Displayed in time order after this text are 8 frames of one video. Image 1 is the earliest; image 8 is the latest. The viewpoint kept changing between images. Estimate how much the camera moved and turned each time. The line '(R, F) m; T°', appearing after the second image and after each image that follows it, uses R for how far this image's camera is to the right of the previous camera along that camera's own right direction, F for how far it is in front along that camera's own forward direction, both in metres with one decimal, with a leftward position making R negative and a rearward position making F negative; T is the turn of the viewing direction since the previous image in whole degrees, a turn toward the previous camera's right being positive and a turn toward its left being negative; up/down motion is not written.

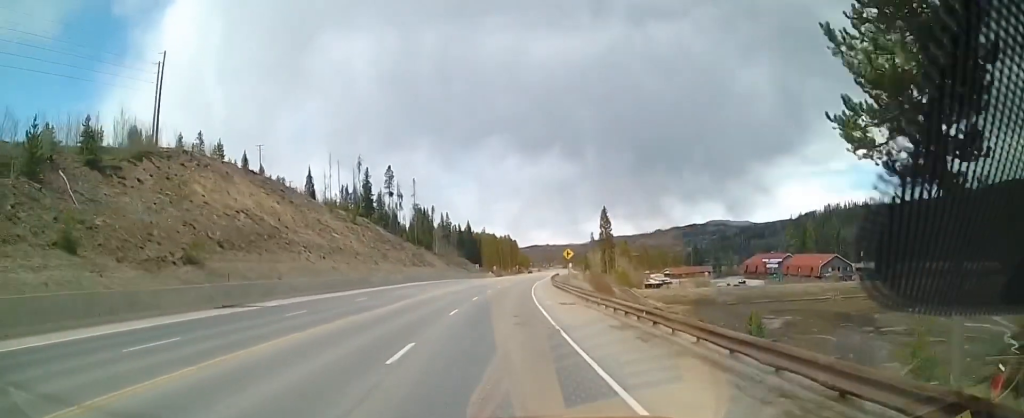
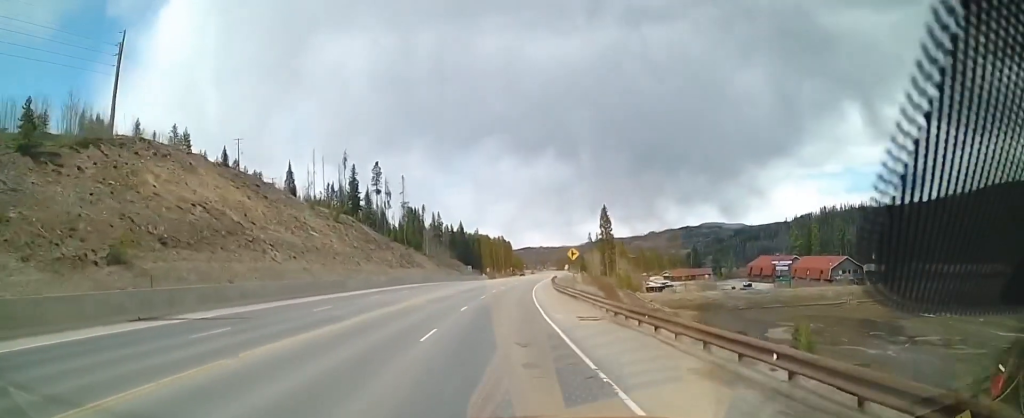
(-0.2, +8.1) m; 0°
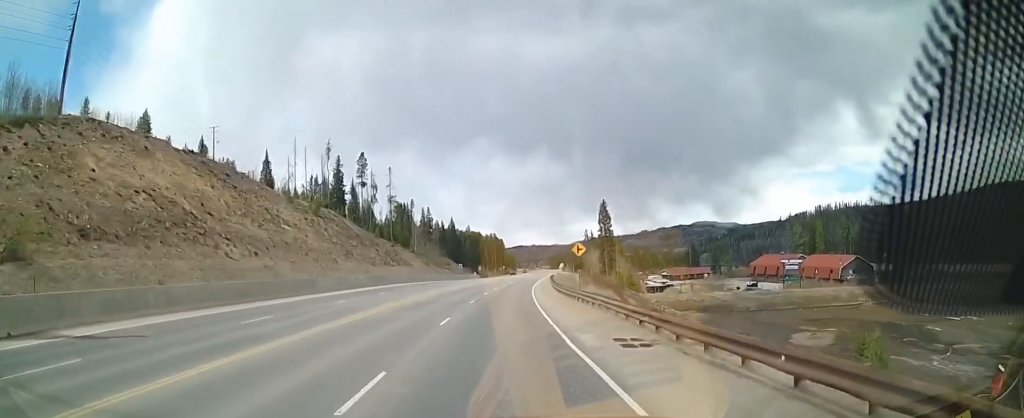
(-0.3, +8.1) m; +1°
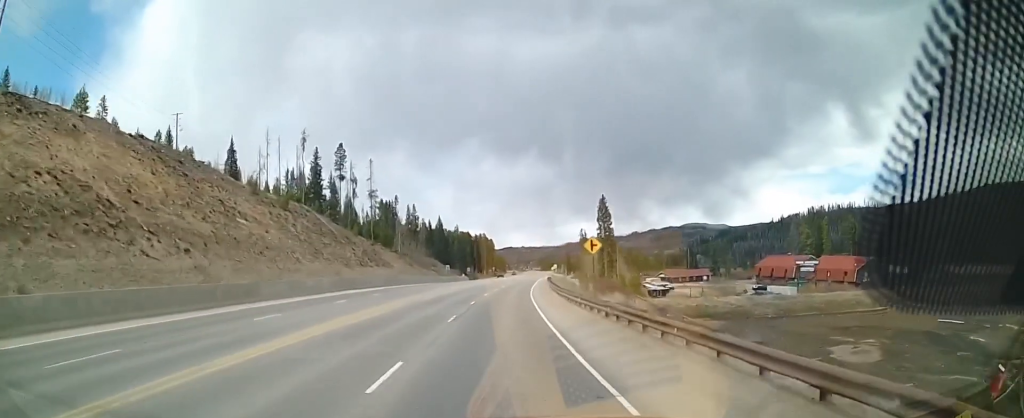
(+0.2, +10.7) m; +1°
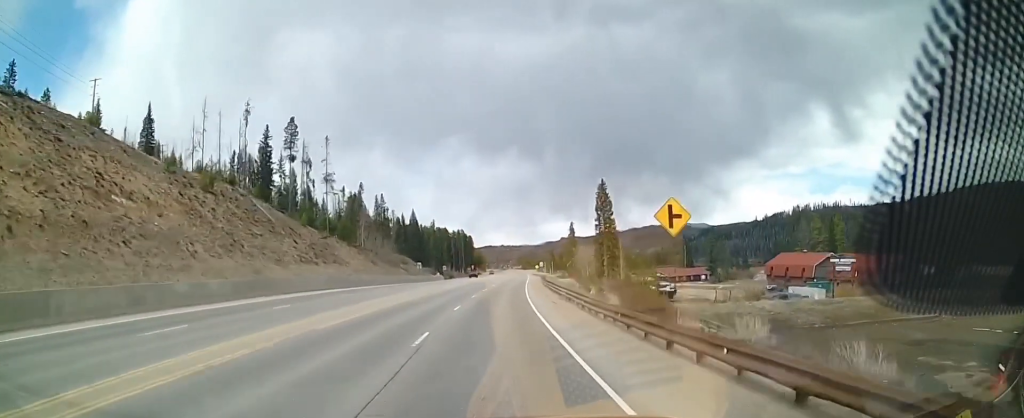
(+0.6, +19.6) m; +3°
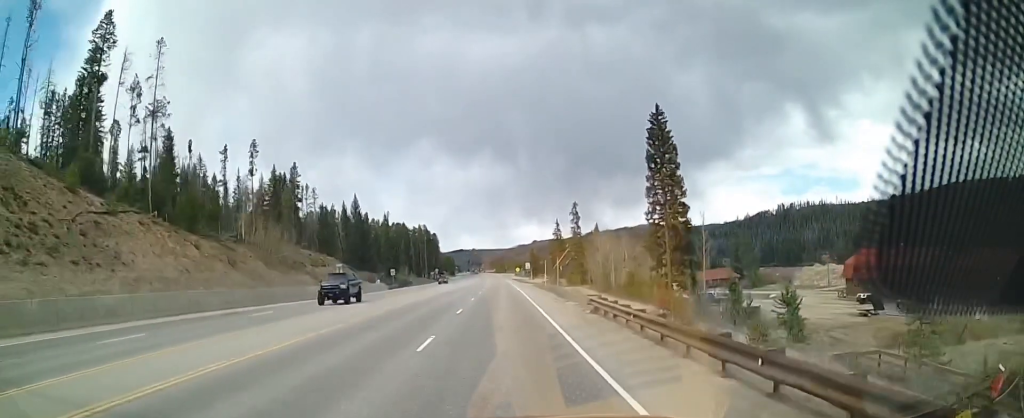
(+1.8, +49.1) m; +3°
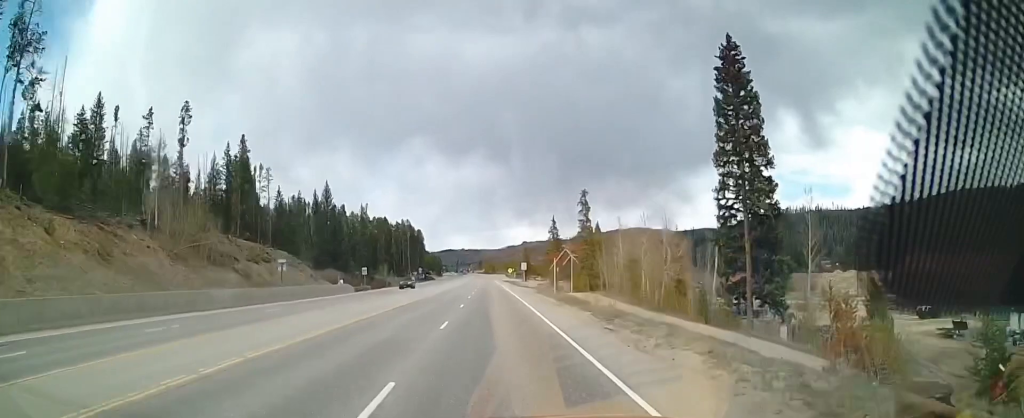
(+0.3, +19.1) m; +1°
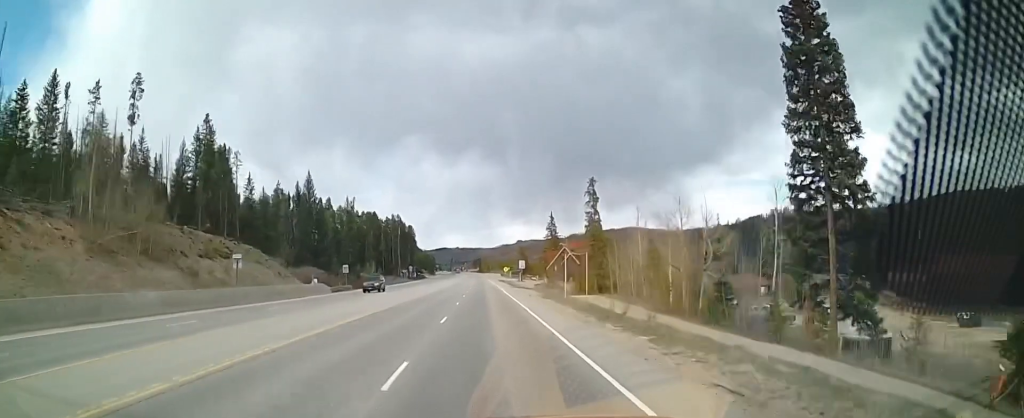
(0.0, +10.2) m; 0°
